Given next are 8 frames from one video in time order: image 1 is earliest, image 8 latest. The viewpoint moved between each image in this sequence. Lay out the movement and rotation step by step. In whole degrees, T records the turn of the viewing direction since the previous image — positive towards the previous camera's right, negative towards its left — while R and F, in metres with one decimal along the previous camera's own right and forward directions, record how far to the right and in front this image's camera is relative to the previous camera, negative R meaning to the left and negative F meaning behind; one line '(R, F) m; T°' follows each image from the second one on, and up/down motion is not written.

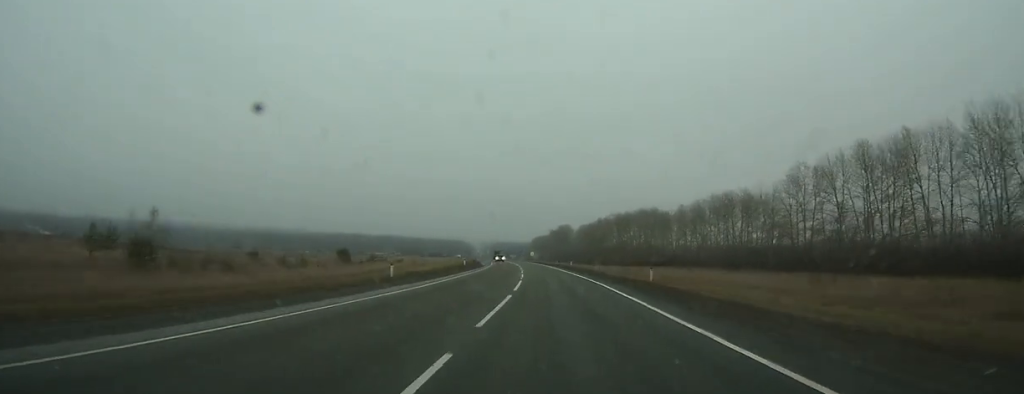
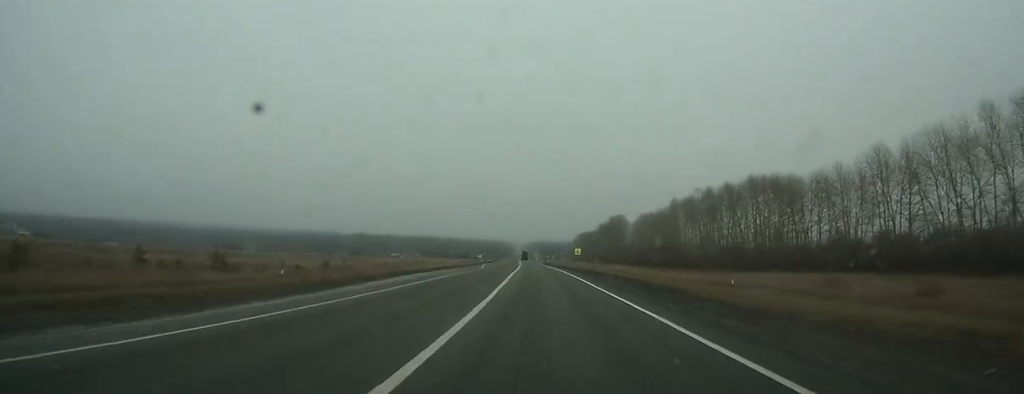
(-1.9, +84.7) m; -3°
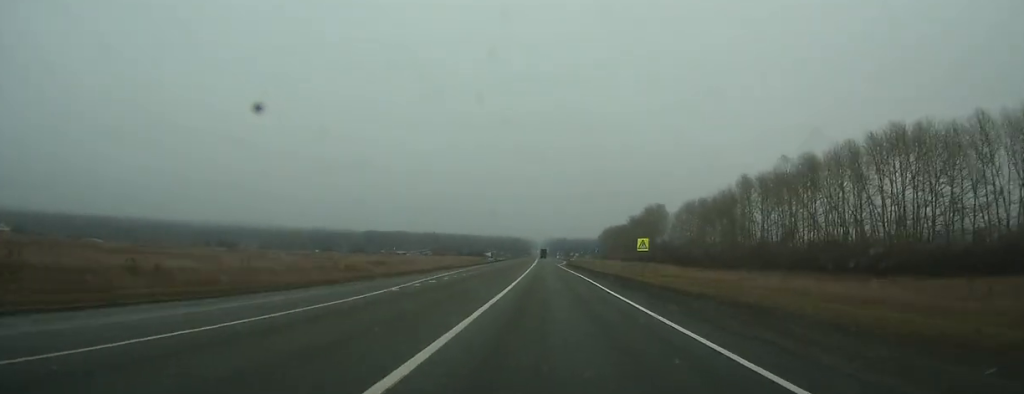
(-0.8, +48.8) m; -2°
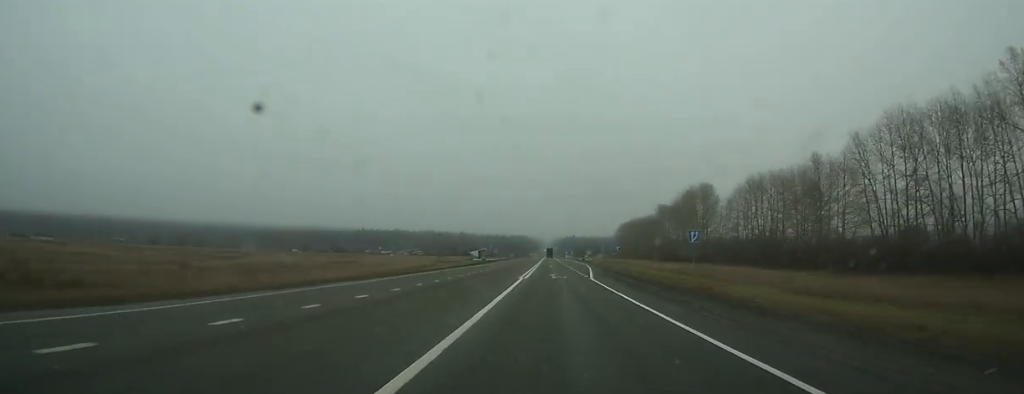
(-1.0, +61.0) m; -1°
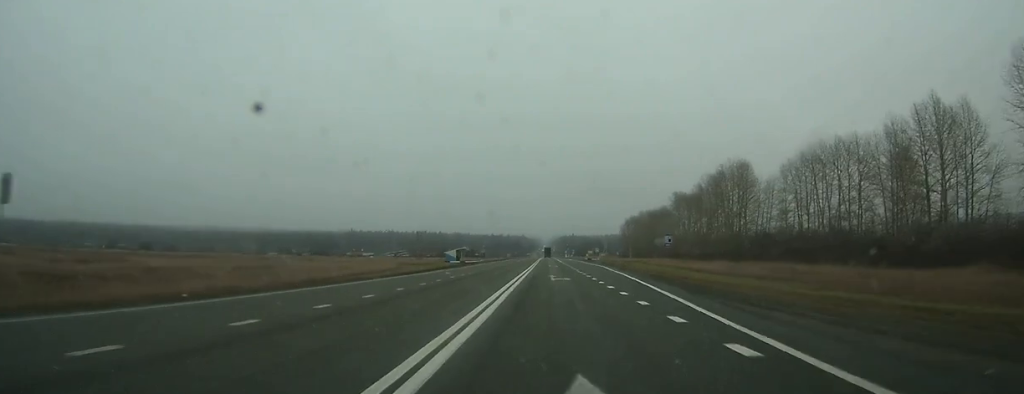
(-0.2, +35.7) m; 0°
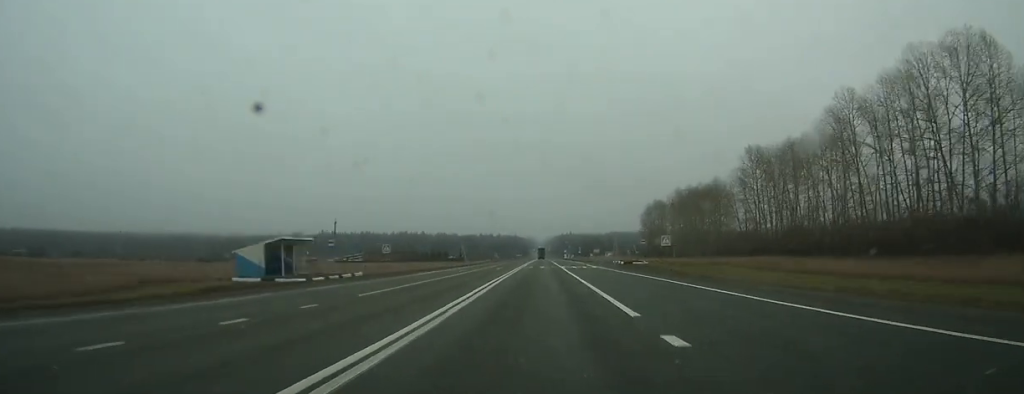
(-0.1, +83.4) m; 0°
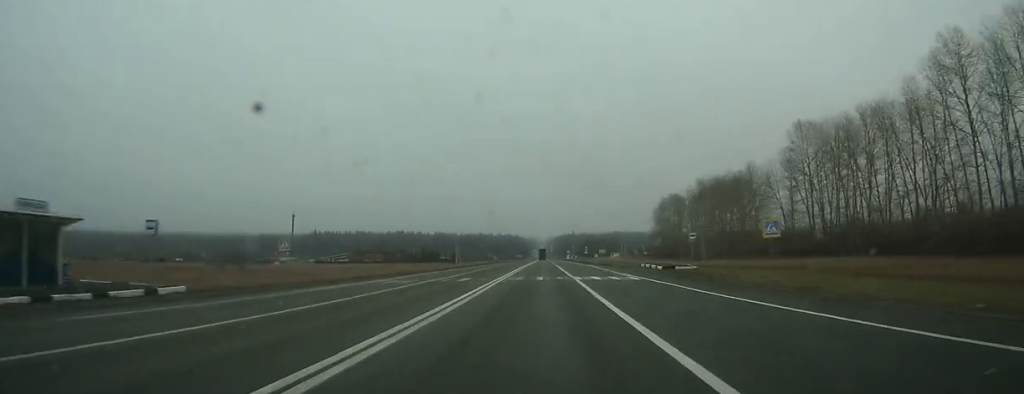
(+0.1, +25.8) m; 0°
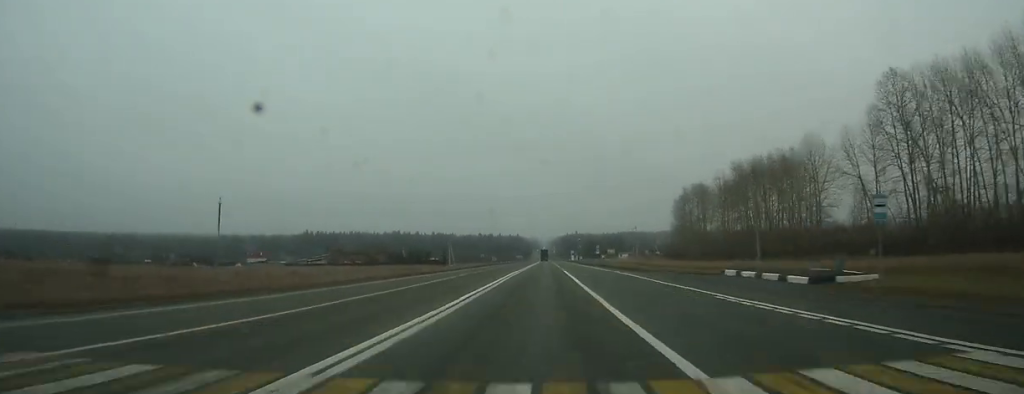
(-0.1, +29.3) m; 0°
